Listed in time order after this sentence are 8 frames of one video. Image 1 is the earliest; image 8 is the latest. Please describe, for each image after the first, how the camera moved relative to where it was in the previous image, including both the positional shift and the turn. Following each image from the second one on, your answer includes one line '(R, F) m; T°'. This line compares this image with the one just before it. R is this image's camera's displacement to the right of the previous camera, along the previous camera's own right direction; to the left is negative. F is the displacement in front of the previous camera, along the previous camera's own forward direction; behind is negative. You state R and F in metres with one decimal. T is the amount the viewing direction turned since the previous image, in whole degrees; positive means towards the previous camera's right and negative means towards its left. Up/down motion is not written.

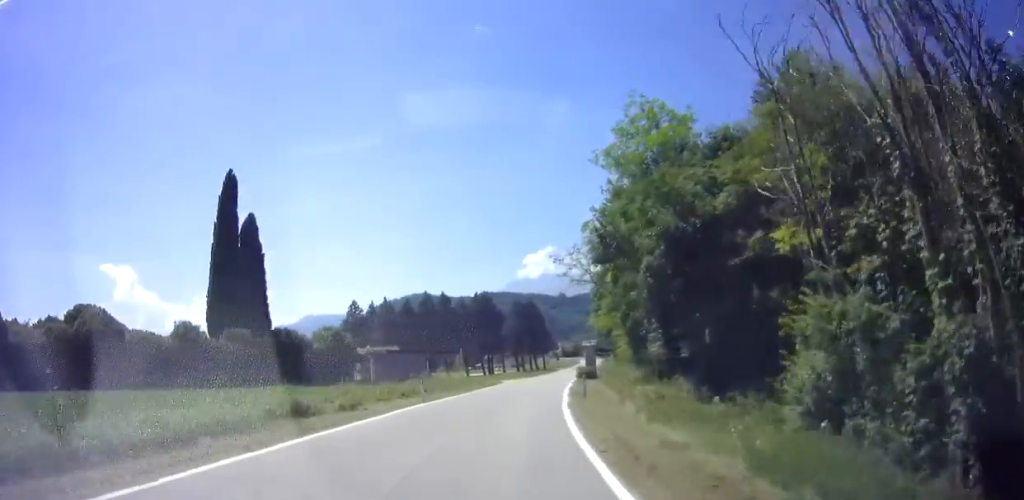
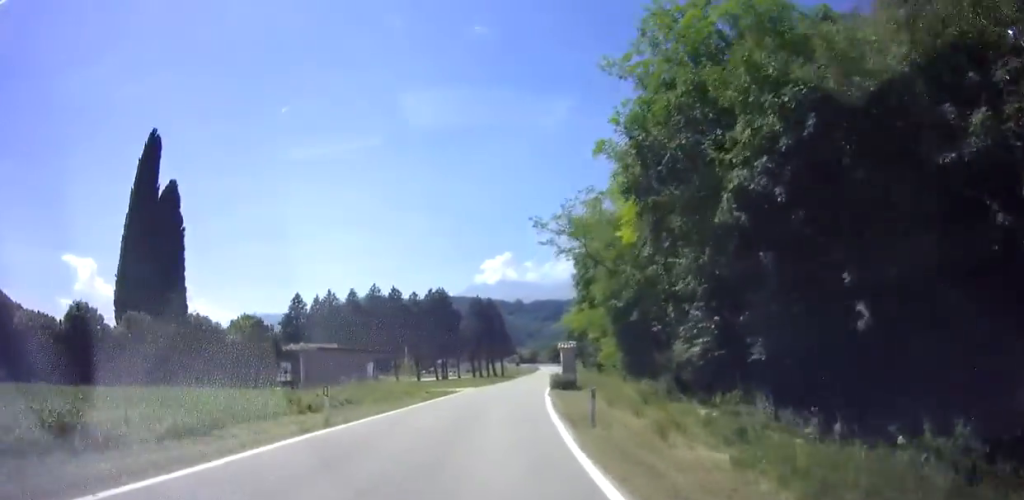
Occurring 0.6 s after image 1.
(+0.4, +8.6) m; +4°
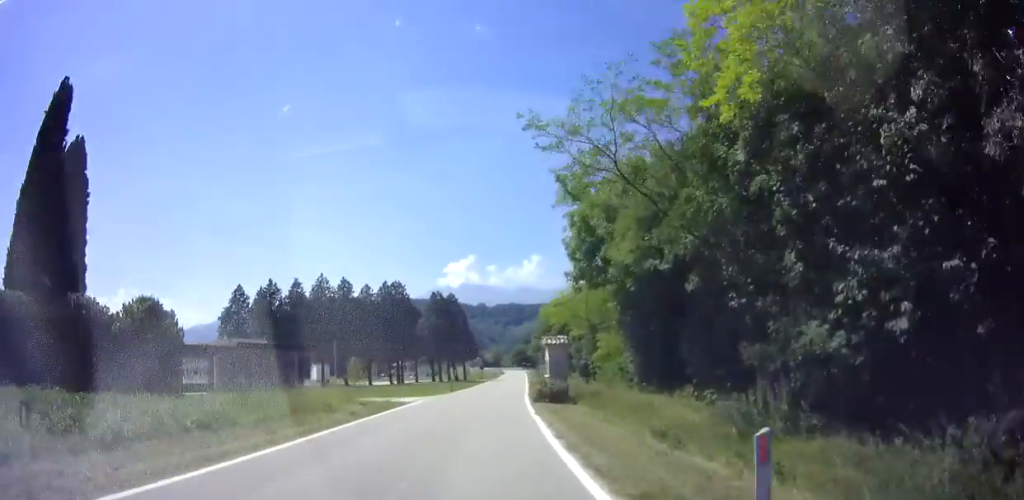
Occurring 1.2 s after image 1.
(+0.4, +9.1) m; +4°
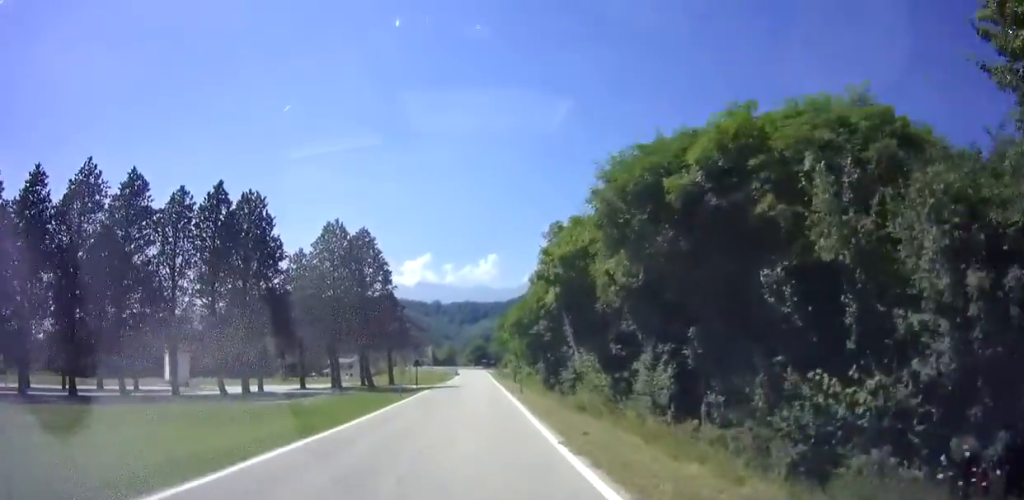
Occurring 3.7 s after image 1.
(+2.9, +39.1) m; +6°
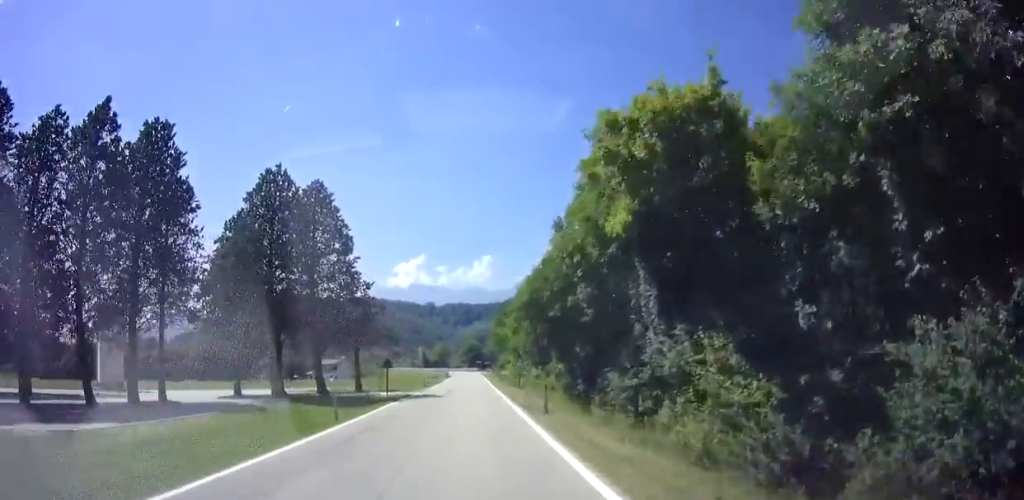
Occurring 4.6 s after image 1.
(+0.3, +12.9) m; +2°
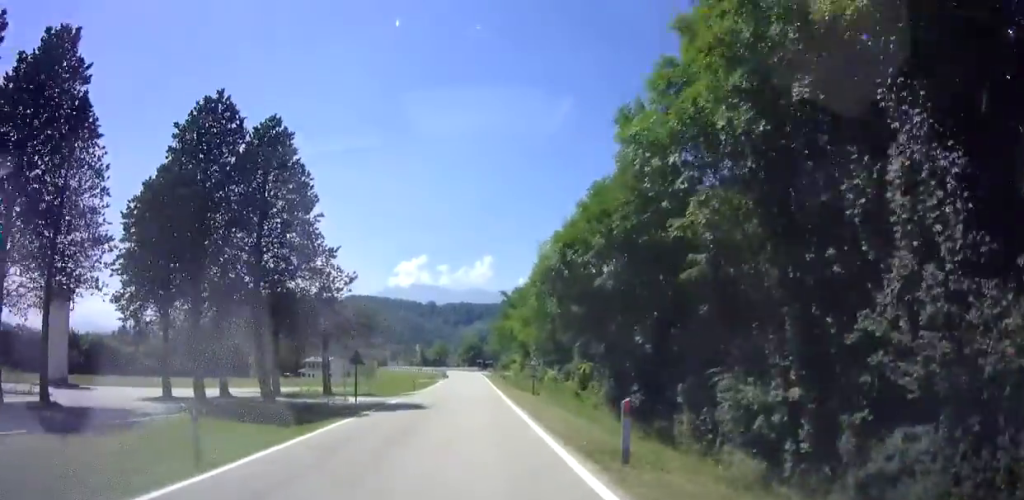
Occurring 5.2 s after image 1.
(+0.1, +9.3) m; 0°
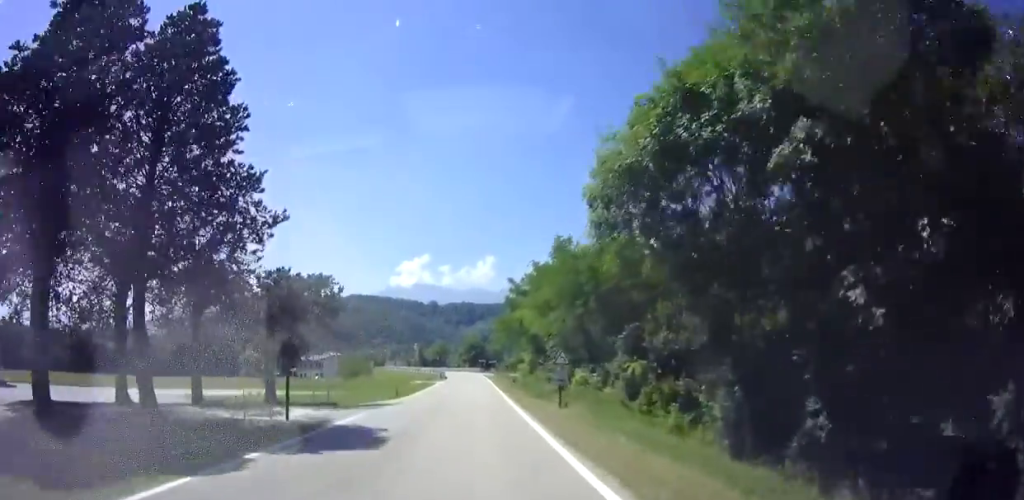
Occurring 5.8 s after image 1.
(+0.2, +9.8) m; -1°
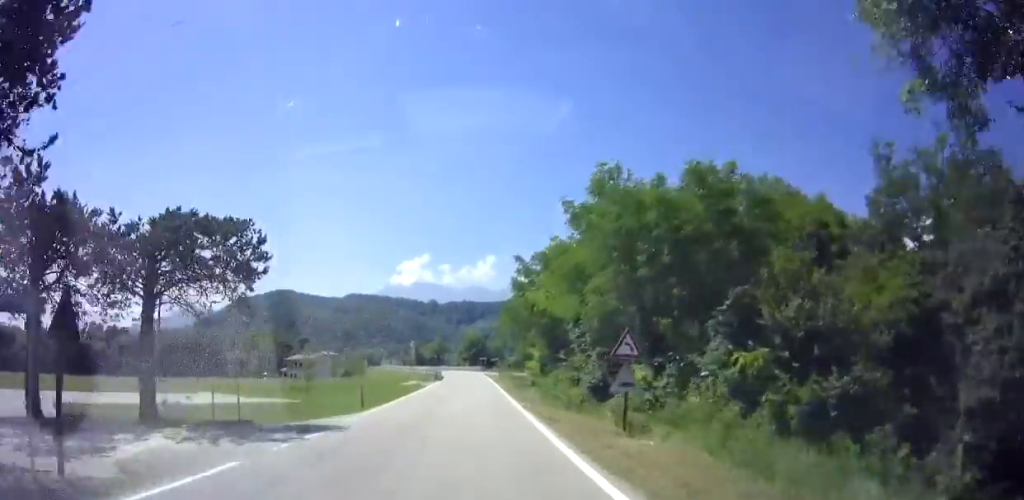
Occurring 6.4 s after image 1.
(-0.3, +9.7) m; 0°
